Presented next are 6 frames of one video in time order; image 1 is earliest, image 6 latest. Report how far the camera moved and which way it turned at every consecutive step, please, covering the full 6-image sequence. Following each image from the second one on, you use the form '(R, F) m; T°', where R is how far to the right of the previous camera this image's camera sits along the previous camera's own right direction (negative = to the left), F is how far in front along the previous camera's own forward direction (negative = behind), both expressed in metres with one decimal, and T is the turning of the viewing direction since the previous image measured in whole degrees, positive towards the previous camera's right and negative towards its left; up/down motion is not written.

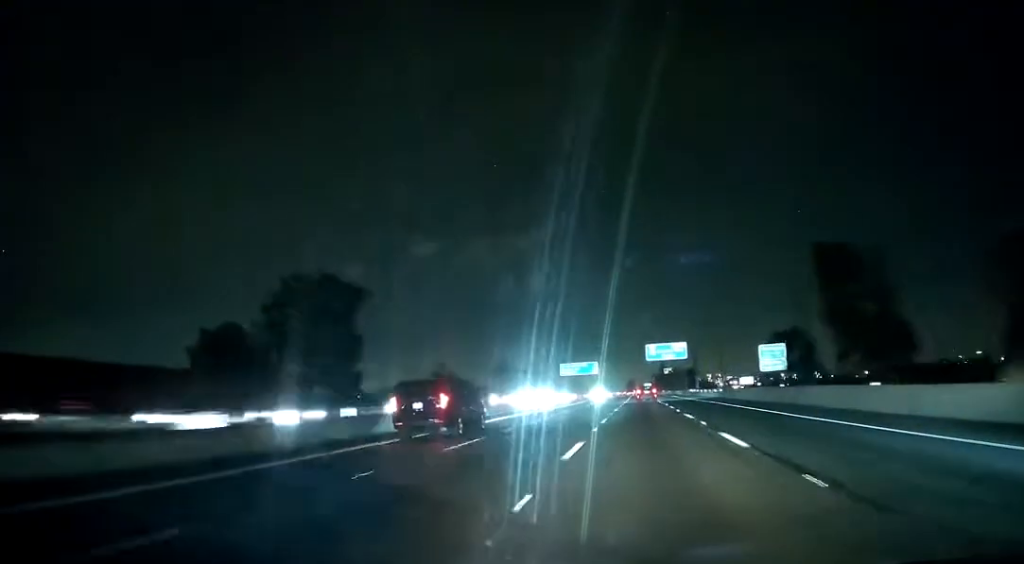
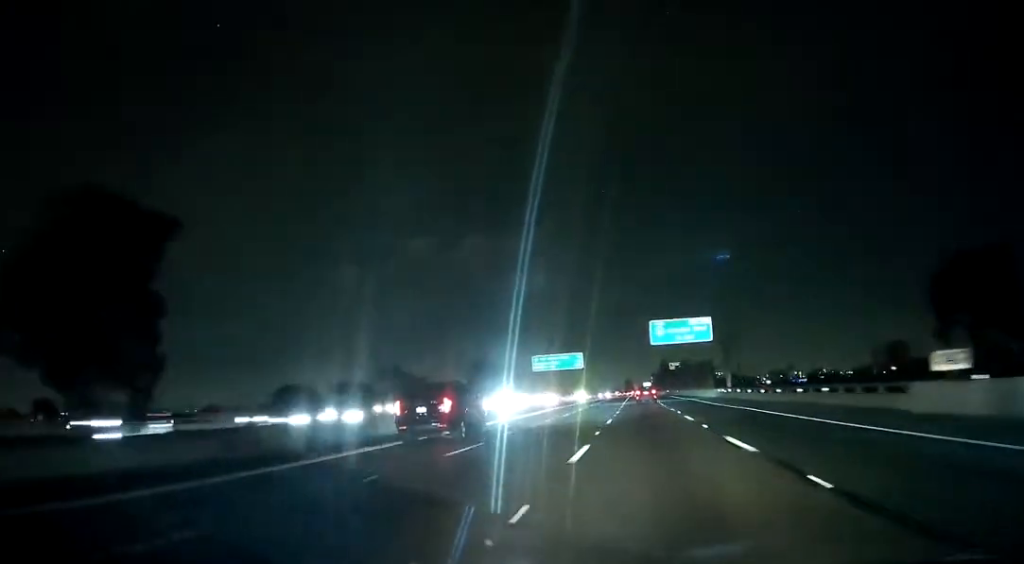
(+0.2, +43.9) m; -1°
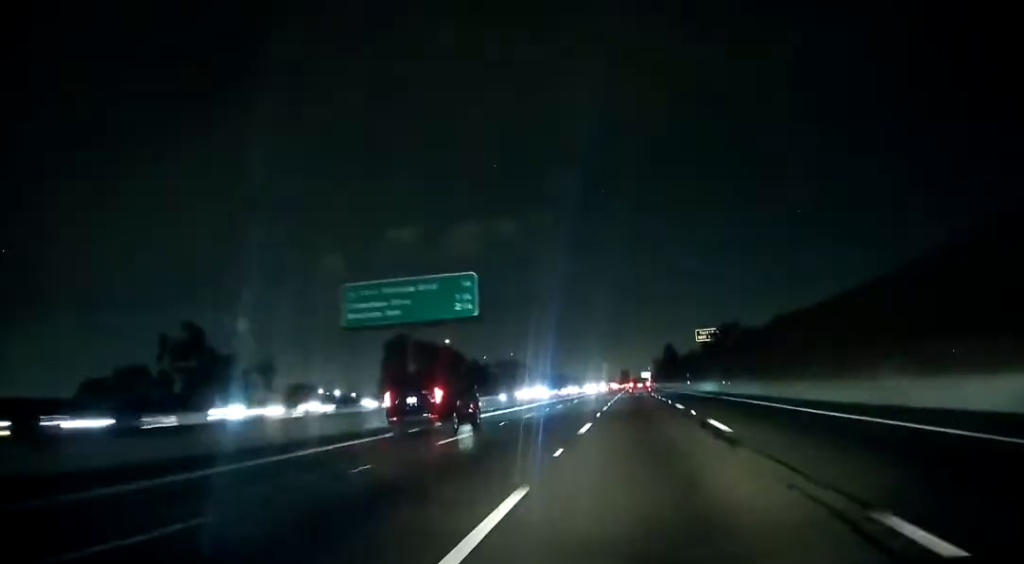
(-1.0, +83.9) m; 0°
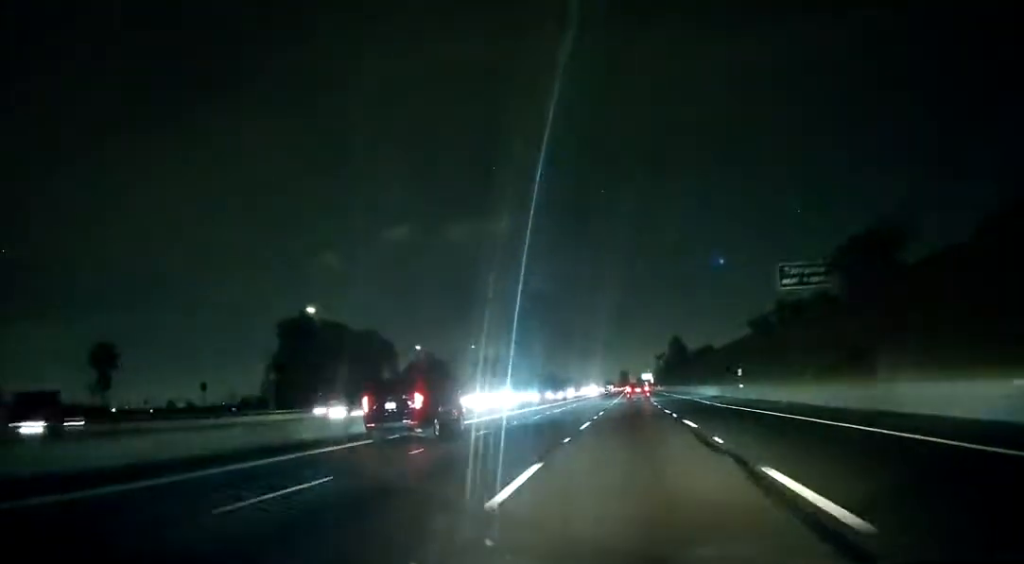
(-0.5, +55.1) m; 0°
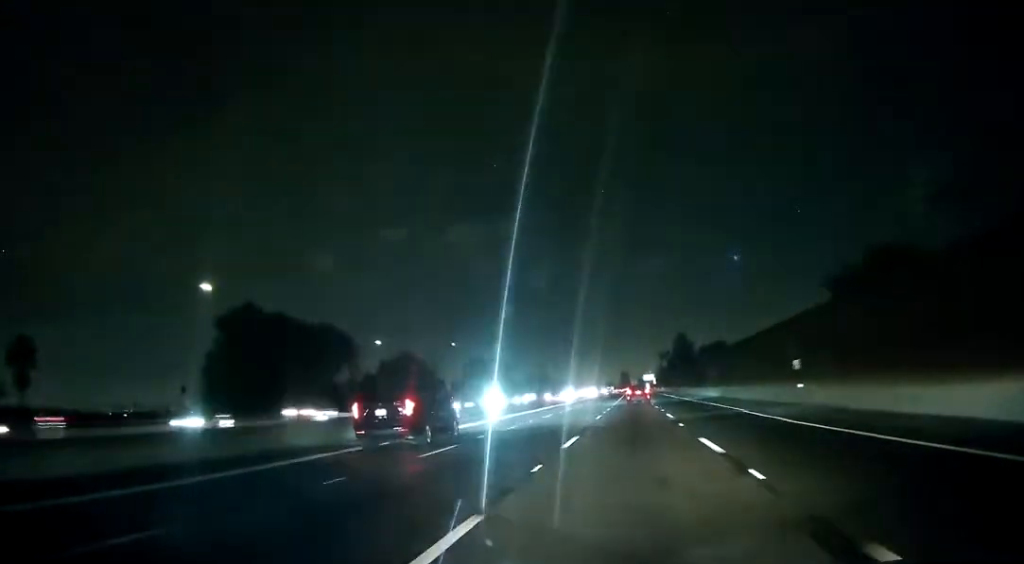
(-0.1, +19.2) m; +1°
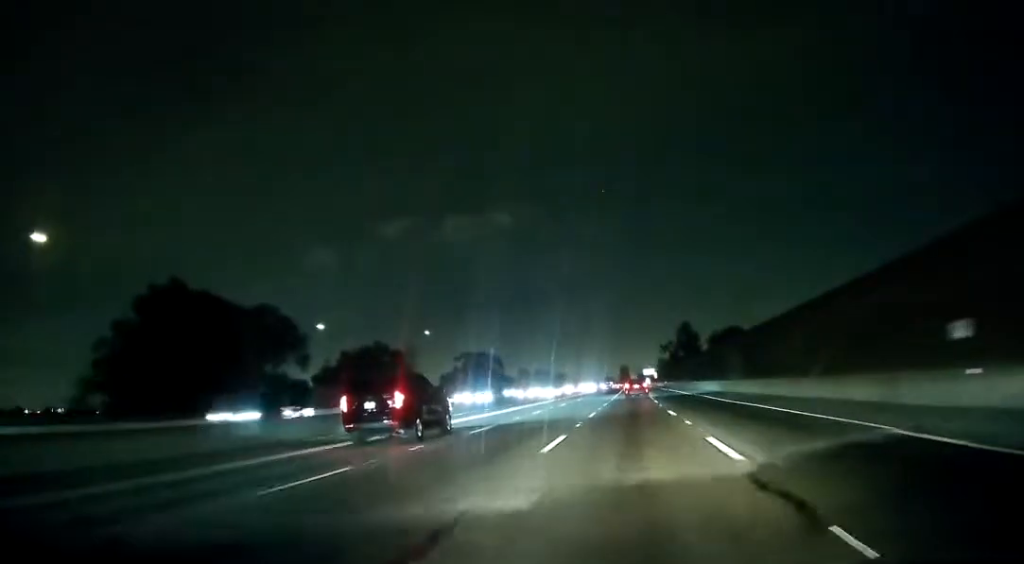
(+0.4, +20.2) m; +1°
